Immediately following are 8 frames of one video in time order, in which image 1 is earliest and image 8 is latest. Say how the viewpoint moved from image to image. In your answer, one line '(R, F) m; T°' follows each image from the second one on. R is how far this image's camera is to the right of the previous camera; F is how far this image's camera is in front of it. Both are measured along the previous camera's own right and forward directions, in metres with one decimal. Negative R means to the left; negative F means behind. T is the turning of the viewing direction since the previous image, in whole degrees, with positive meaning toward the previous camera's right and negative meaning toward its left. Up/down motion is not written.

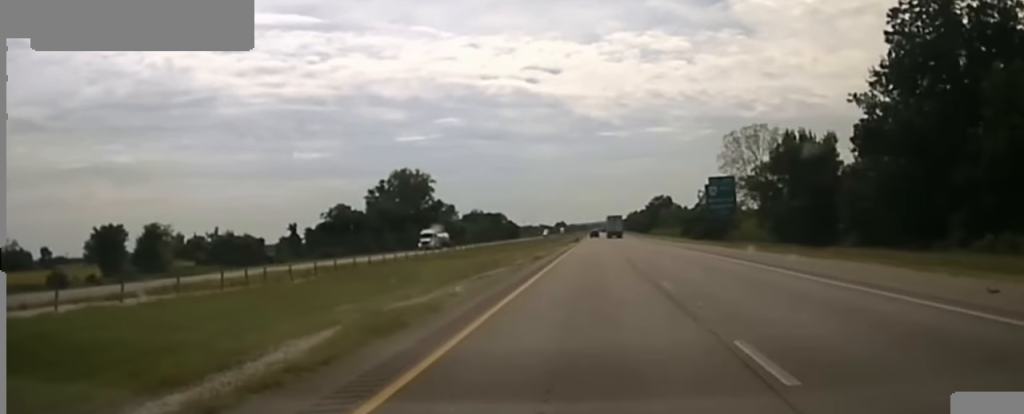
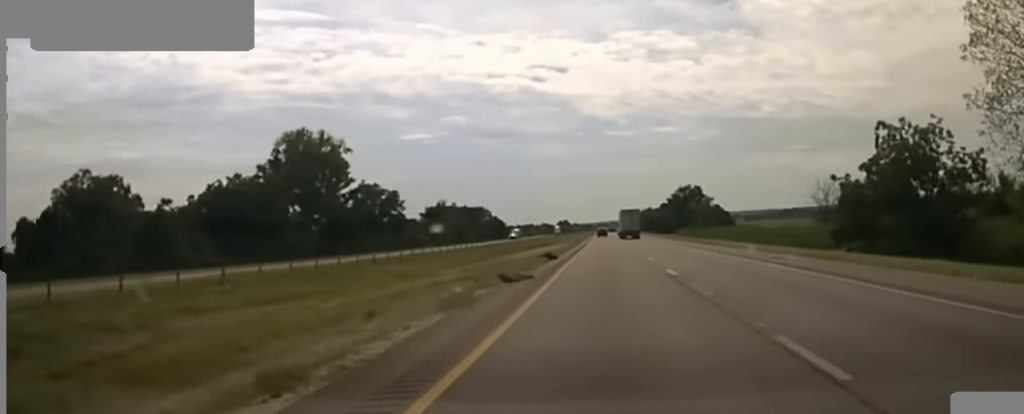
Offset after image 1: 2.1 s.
(+0.2, +95.3) m; 0°
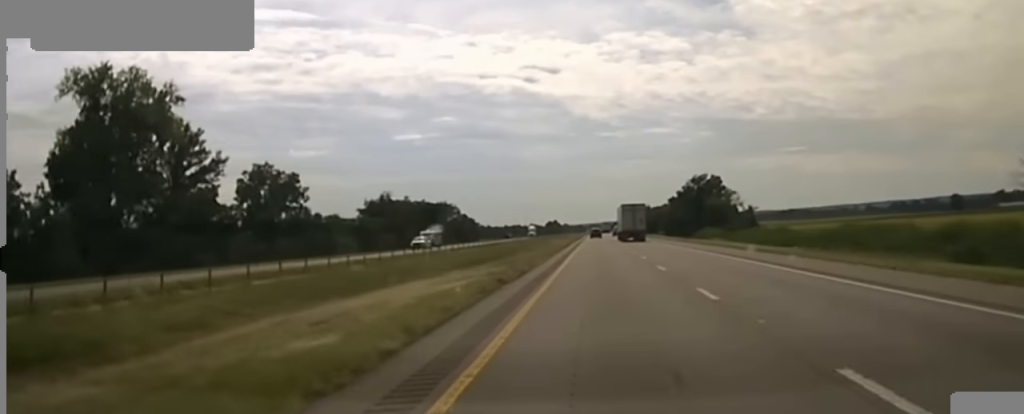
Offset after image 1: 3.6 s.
(+0.2, +69.1) m; 0°
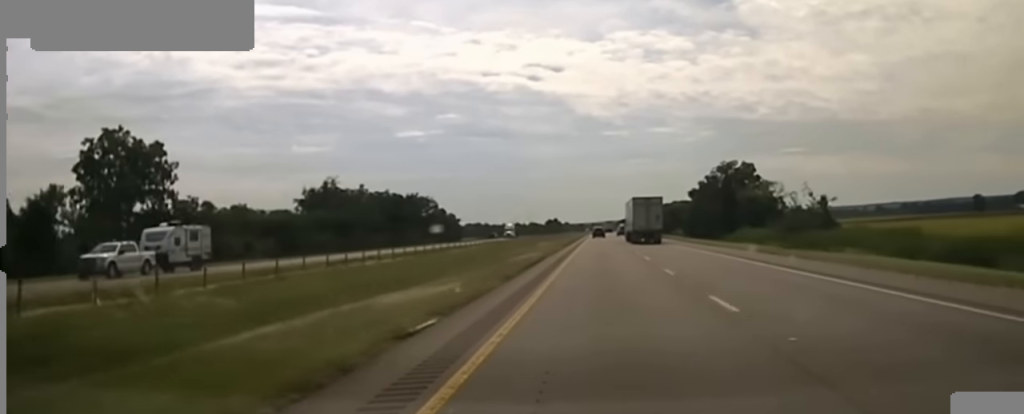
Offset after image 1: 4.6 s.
(0.0, +48.9) m; 0°
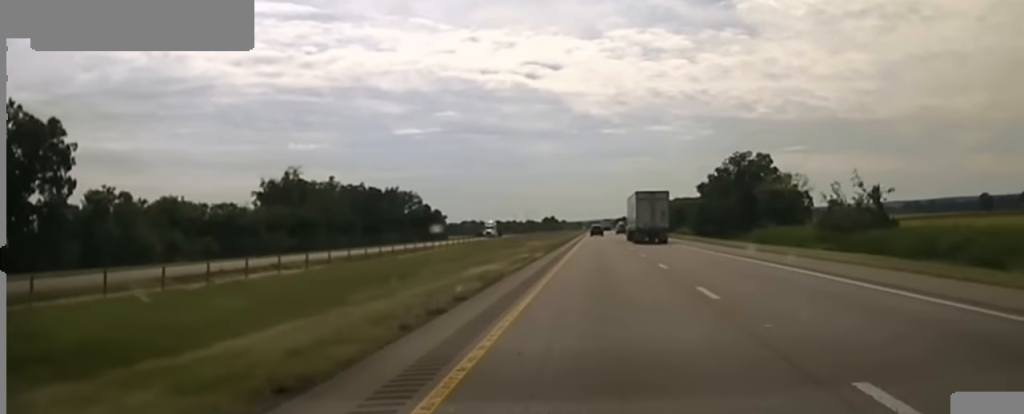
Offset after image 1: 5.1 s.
(-0.1, +21.6) m; 0°
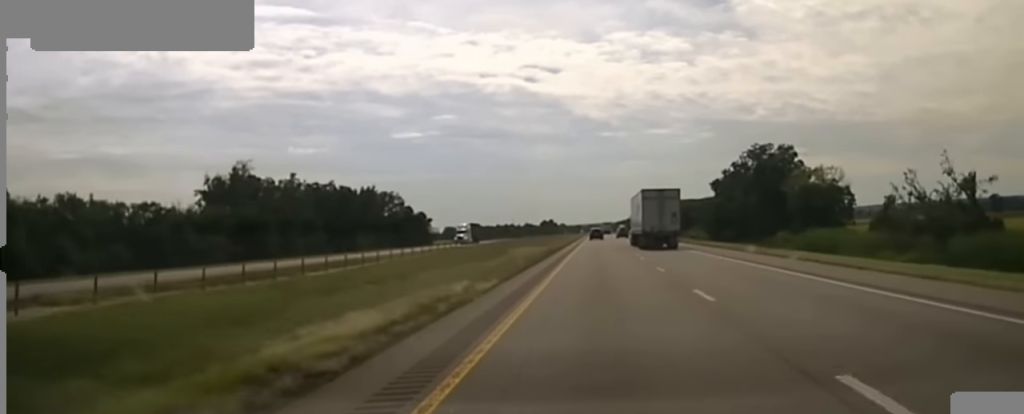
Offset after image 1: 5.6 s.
(-0.2, +23.1) m; 0°
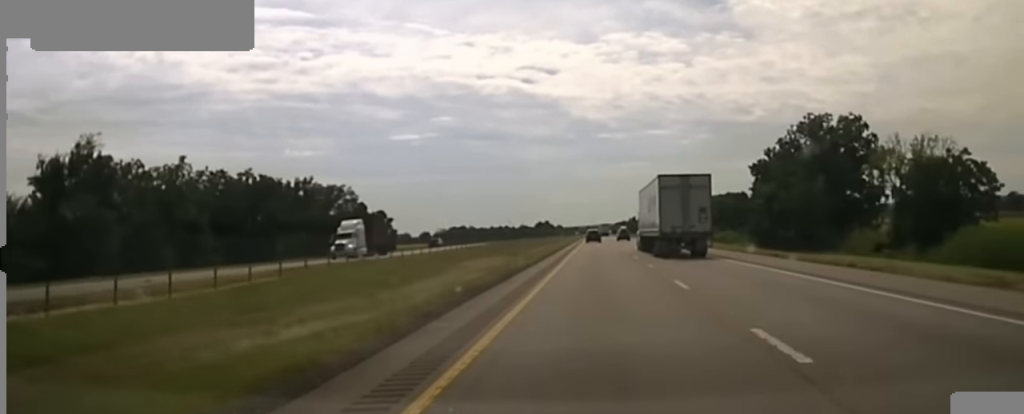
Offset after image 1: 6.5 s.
(+0.5, +44.2) m; 0°
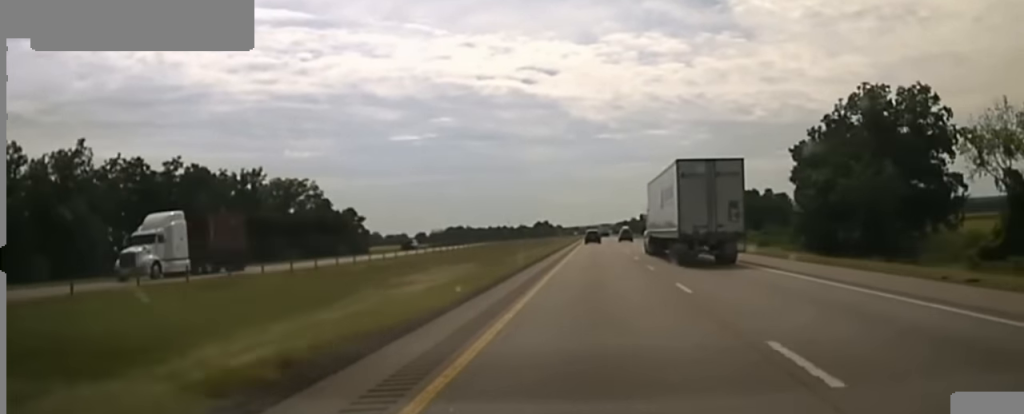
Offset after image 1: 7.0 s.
(-0.1, +24.1) m; 0°
